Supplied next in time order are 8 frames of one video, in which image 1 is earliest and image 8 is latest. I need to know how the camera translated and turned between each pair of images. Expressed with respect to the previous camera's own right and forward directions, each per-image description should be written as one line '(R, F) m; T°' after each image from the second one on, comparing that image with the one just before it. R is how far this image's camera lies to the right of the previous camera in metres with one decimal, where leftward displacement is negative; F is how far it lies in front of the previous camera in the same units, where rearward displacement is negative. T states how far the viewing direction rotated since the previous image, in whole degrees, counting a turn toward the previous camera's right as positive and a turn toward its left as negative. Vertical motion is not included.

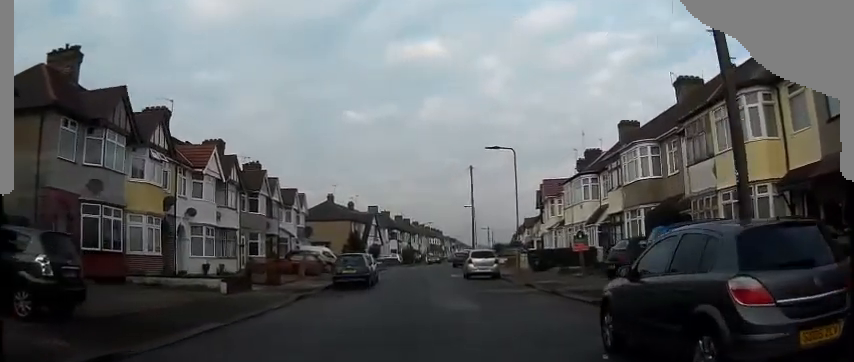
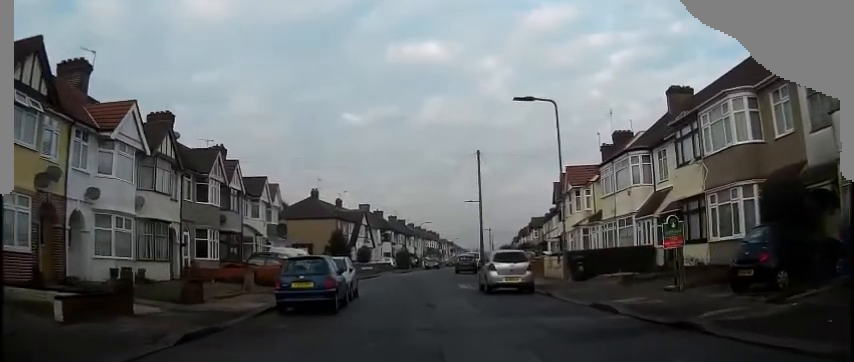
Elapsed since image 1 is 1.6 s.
(-0.3, +10.2) m; -1°
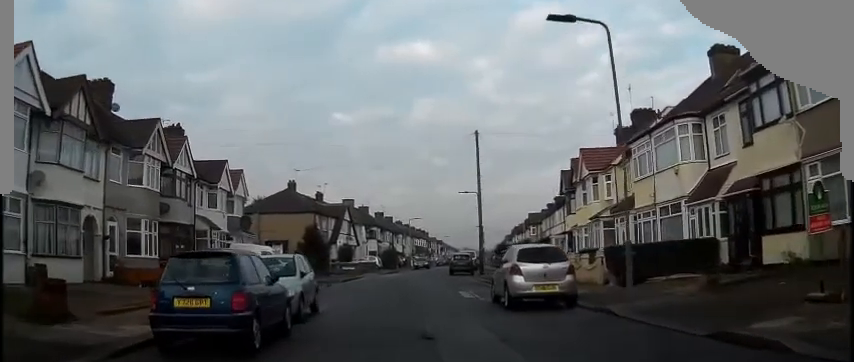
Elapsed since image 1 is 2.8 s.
(+0.1, +7.3) m; 0°
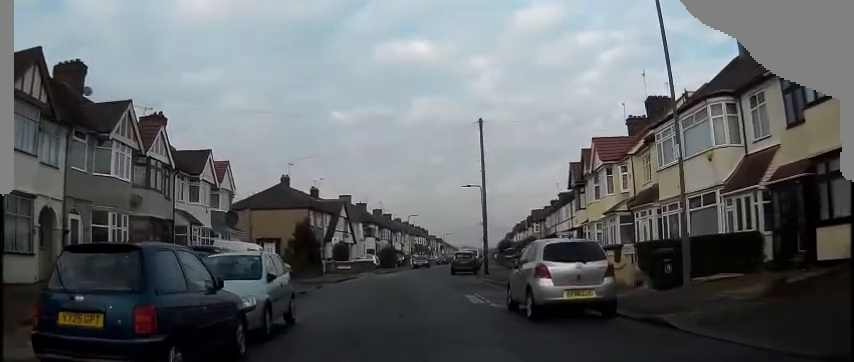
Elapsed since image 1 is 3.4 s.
(0.0, +3.2) m; -1°
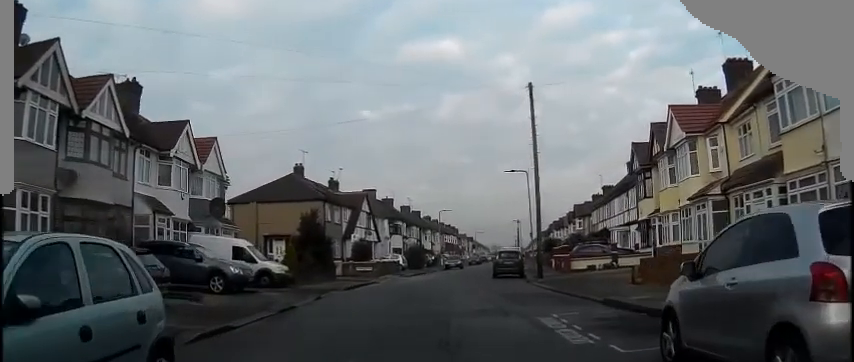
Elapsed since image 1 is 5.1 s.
(-0.2, +8.5) m; -5°
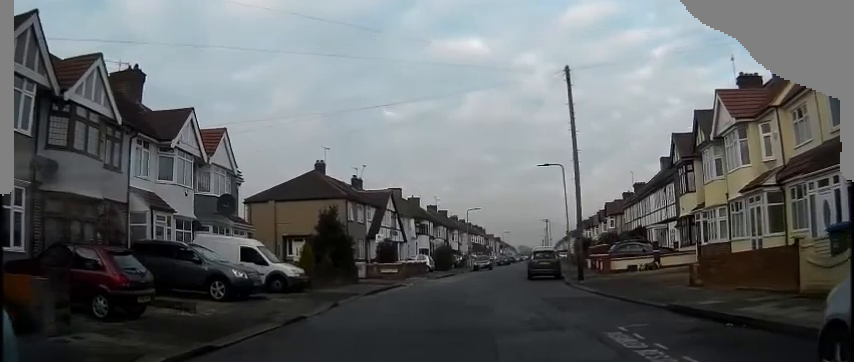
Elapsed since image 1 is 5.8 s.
(-0.2, +3.0) m; -4°
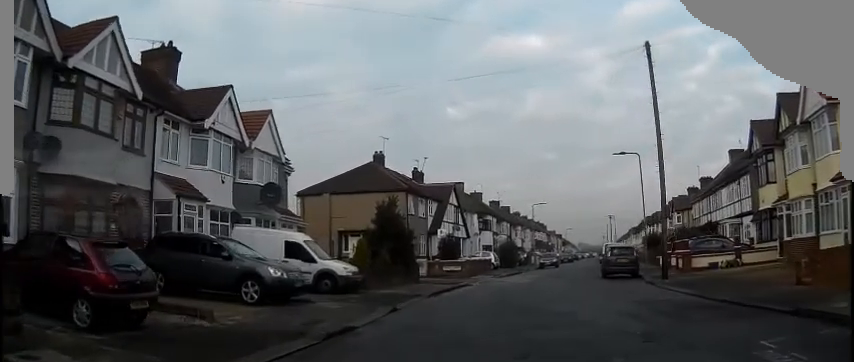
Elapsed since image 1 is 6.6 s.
(-0.2, +3.4) m; -4°
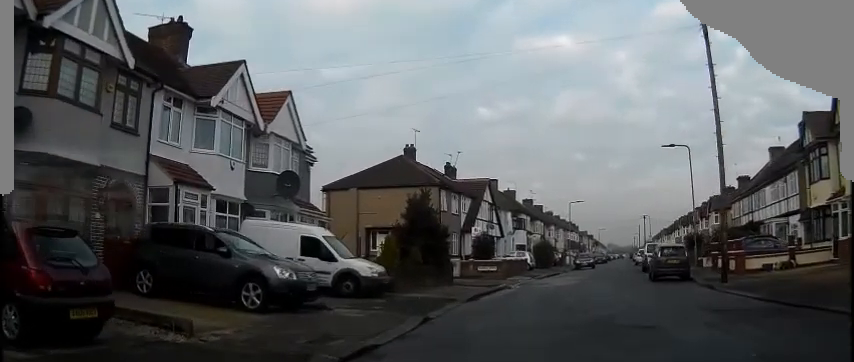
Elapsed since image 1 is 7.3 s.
(-0.1, +3.0) m; -1°
